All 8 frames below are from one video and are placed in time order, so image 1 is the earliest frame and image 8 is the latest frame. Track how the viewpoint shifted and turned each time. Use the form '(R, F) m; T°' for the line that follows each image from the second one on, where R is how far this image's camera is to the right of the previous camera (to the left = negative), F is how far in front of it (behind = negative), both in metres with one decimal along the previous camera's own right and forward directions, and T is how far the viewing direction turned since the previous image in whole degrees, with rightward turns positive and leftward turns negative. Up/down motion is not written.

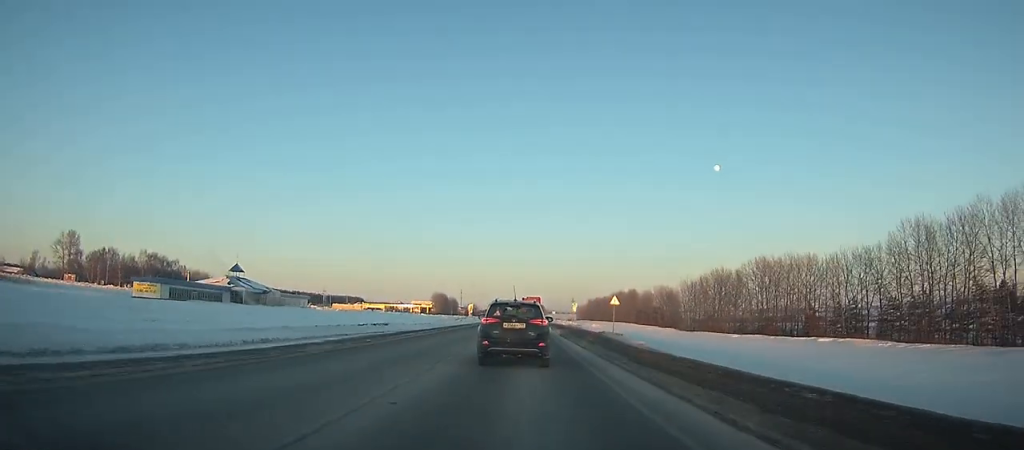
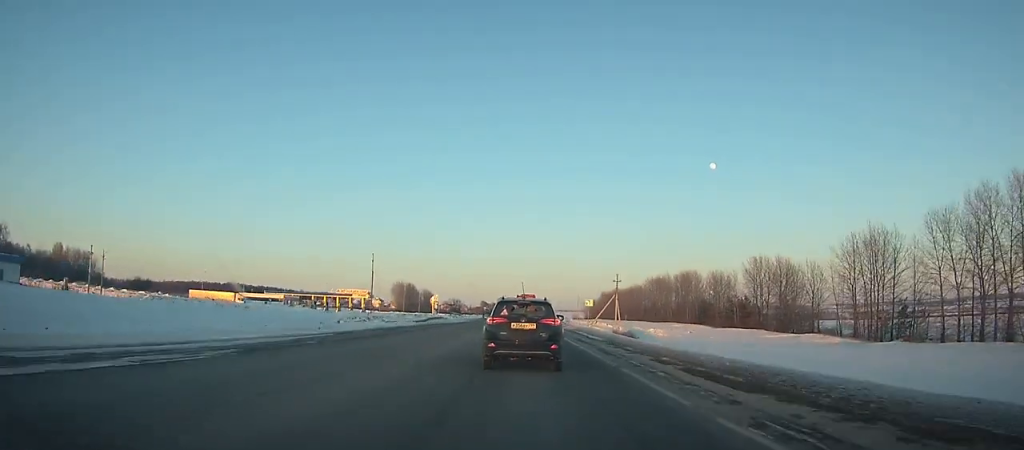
(+0.5, +119.1) m; 0°
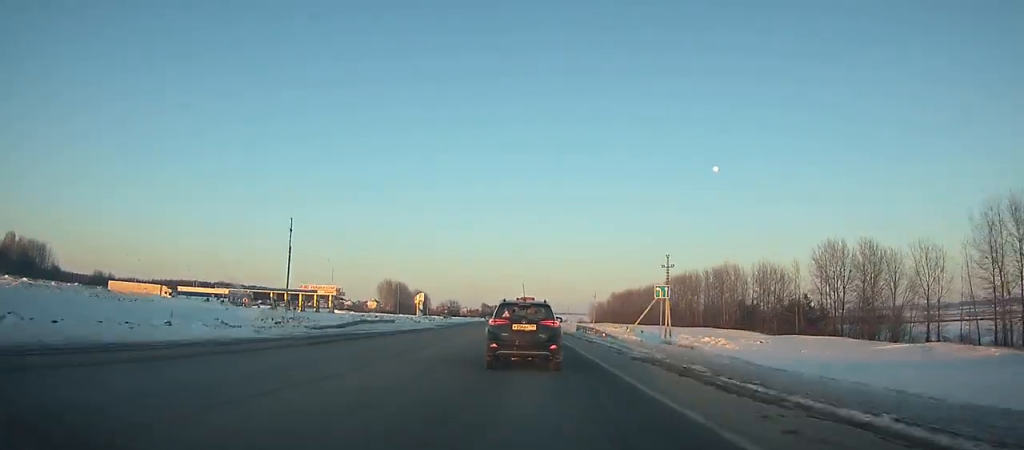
(-0.1, +37.1) m; 0°
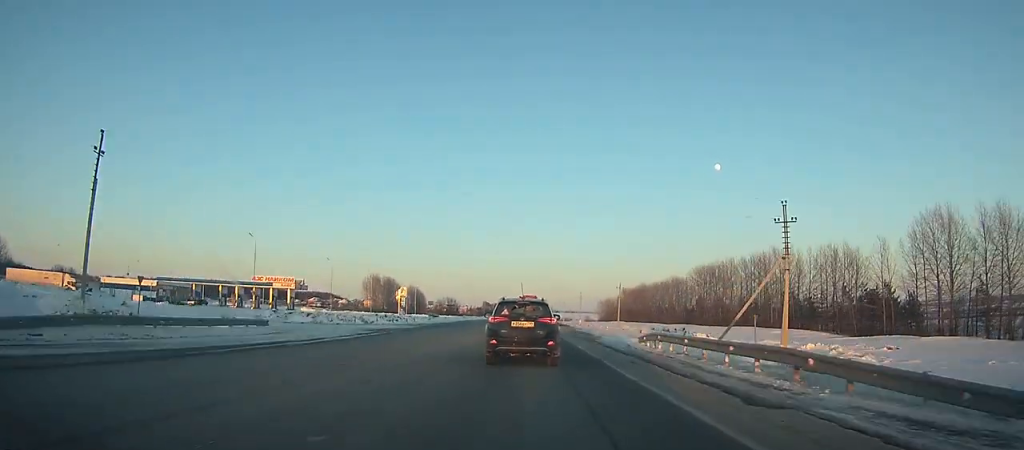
(-0.2, +32.8) m; 0°
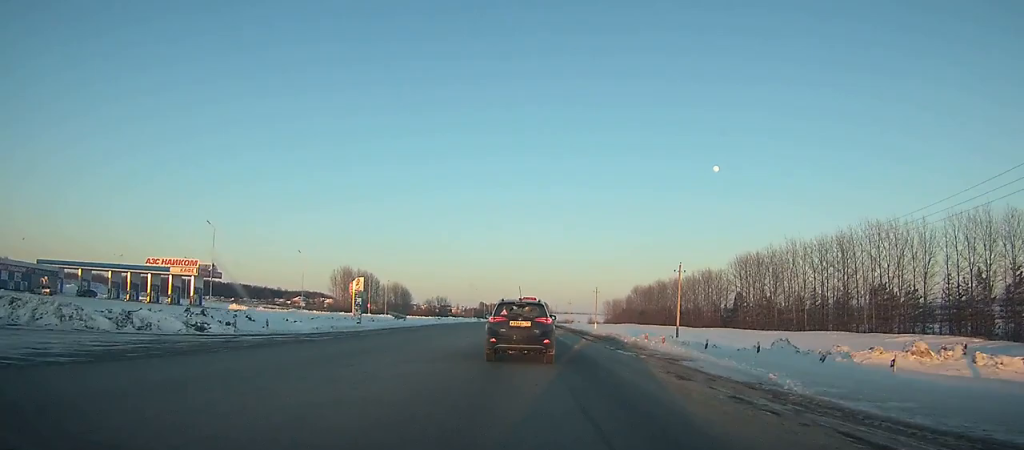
(-0.1, +41.1) m; 0°
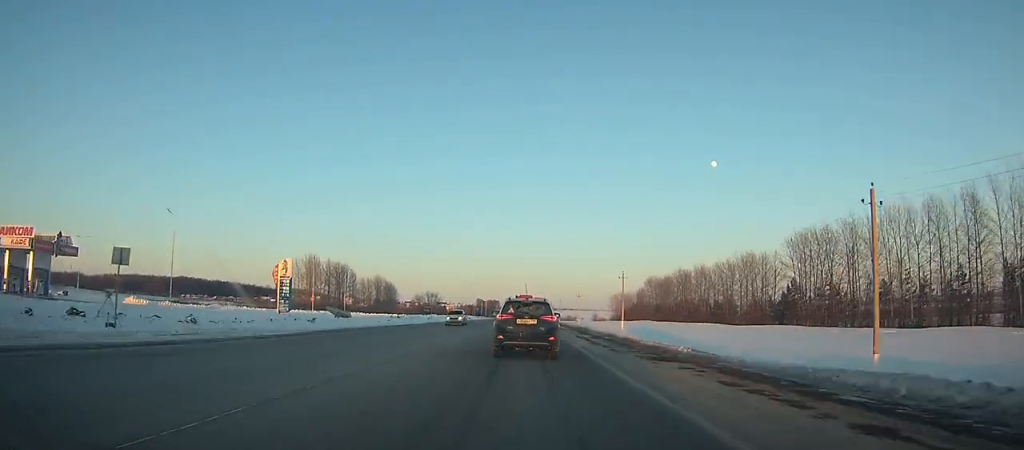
(+0.1, +36.9) m; 0°
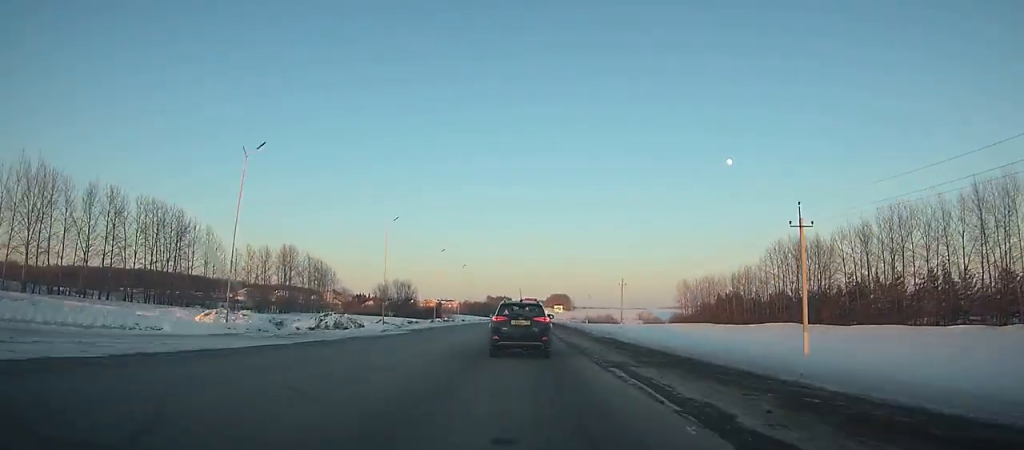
(-0.7, +126.1) m; -1°
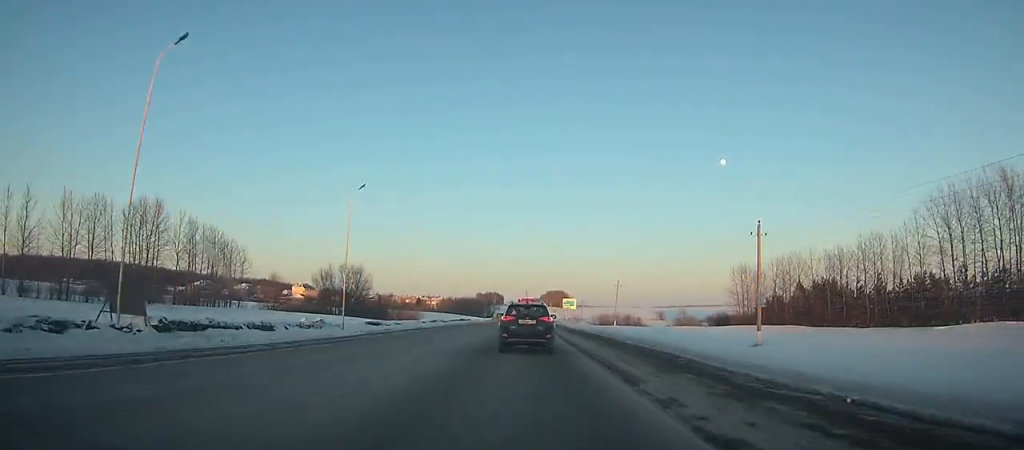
(-0.2, +64.9) m; 0°
